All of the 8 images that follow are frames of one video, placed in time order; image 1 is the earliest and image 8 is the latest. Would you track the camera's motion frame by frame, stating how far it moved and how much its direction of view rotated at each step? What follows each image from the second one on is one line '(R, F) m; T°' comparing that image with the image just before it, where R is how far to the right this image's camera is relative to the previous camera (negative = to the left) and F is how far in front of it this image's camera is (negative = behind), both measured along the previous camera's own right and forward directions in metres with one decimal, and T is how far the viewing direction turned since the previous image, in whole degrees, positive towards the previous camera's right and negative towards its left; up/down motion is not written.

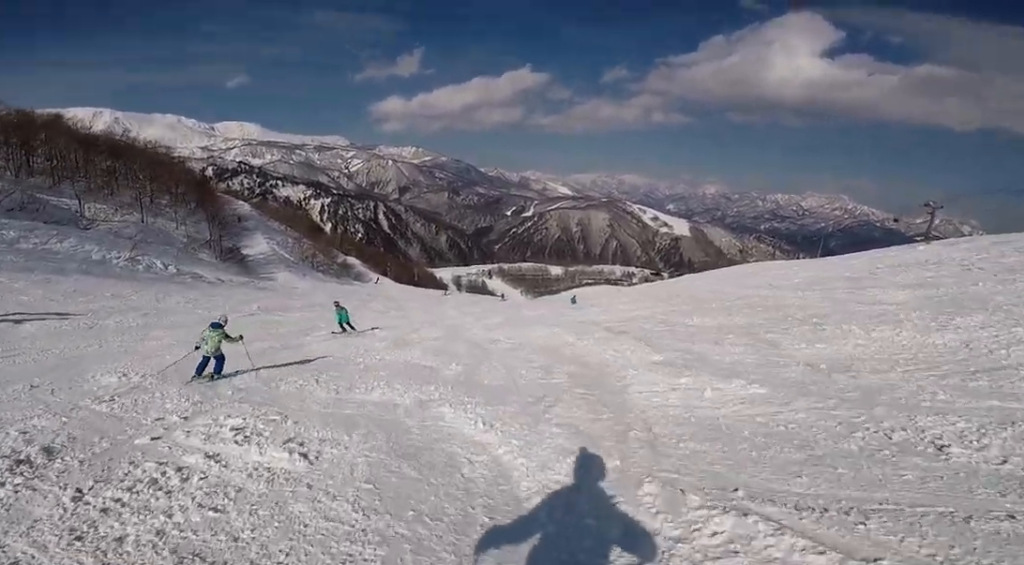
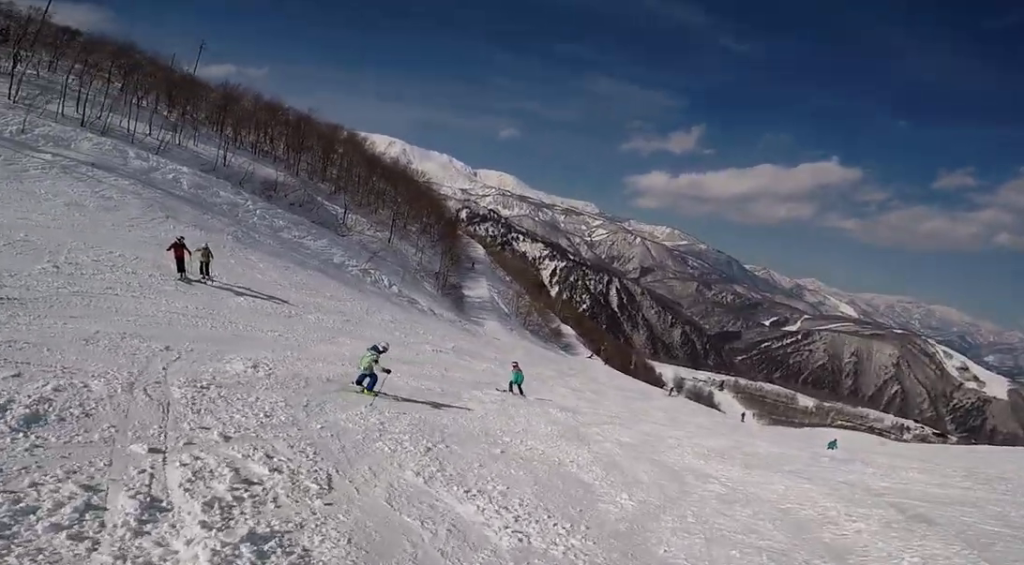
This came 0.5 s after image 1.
(-0.1, +1.9) m; -18°
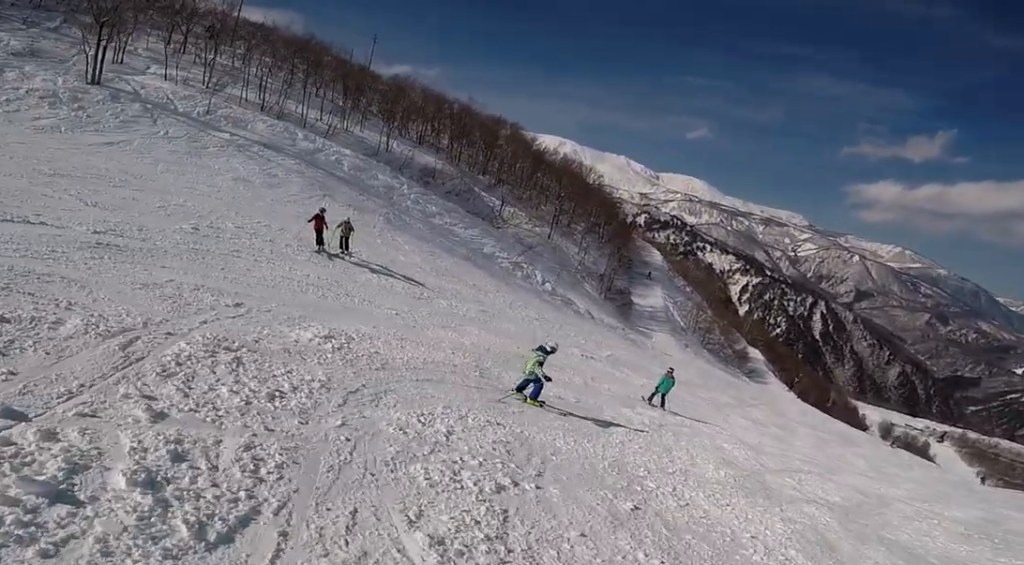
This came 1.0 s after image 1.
(-0.4, +1.4) m; -5°
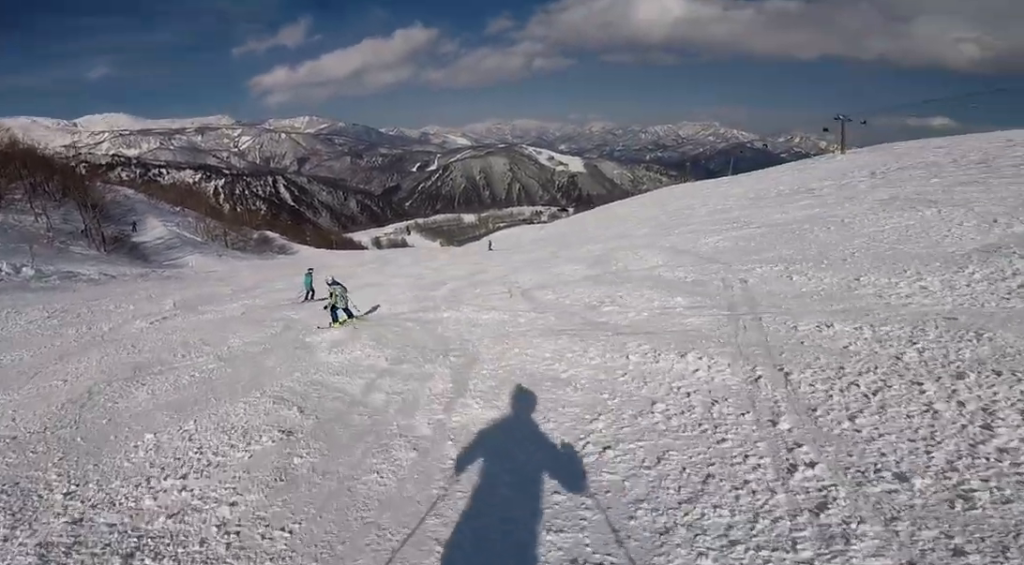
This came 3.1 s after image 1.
(+2.1, +6.7) m; +35°
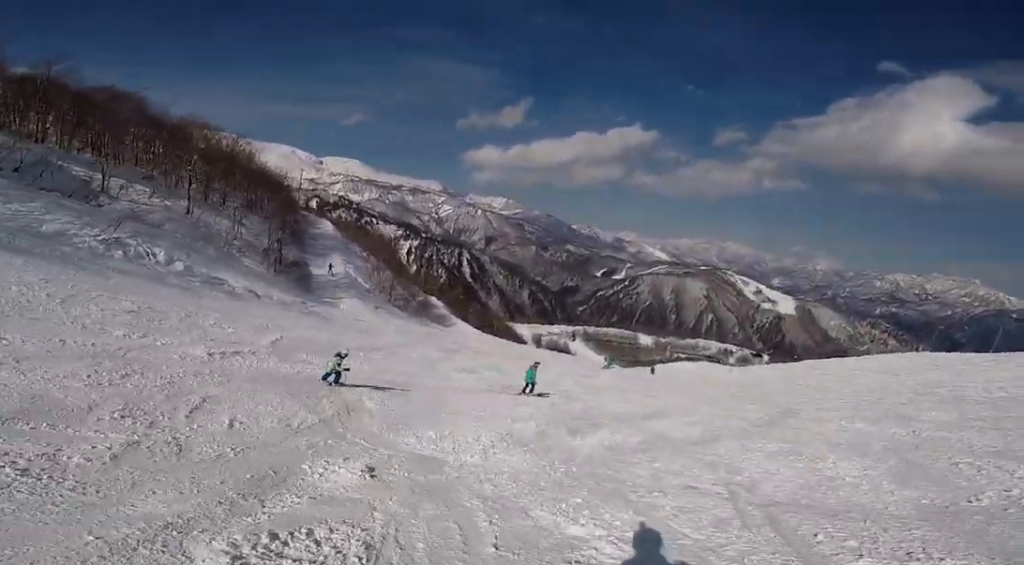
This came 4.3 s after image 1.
(-0.1, +5.4) m; -7°
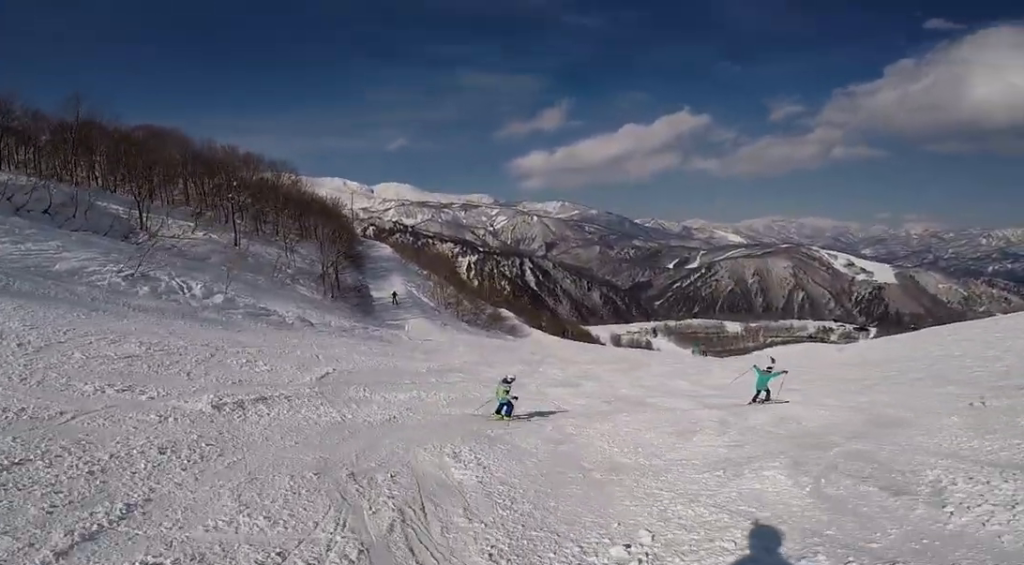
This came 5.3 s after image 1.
(-0.4, +4.4) m; +4°
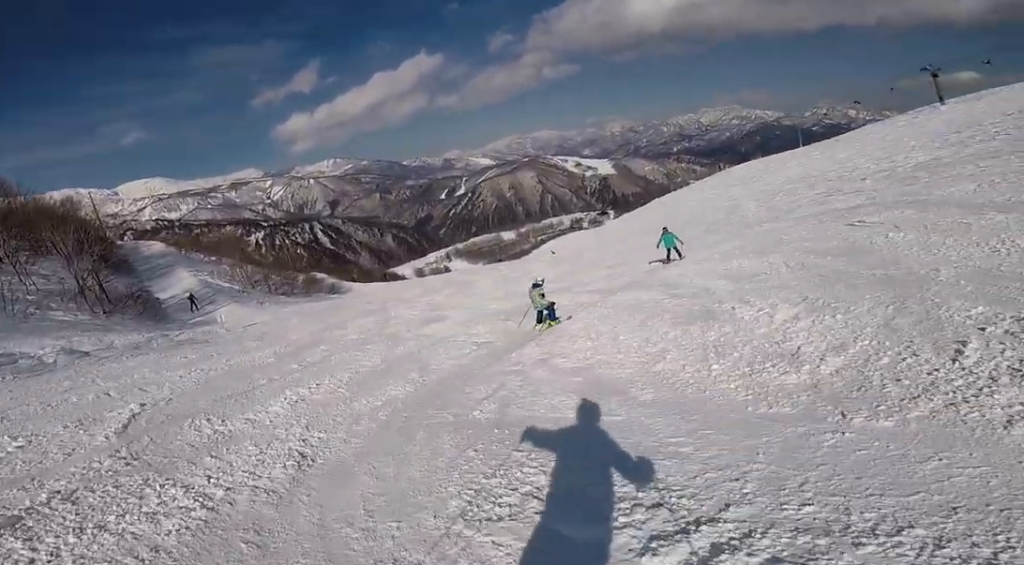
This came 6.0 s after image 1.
(+0.3, +3.5) m; +14°
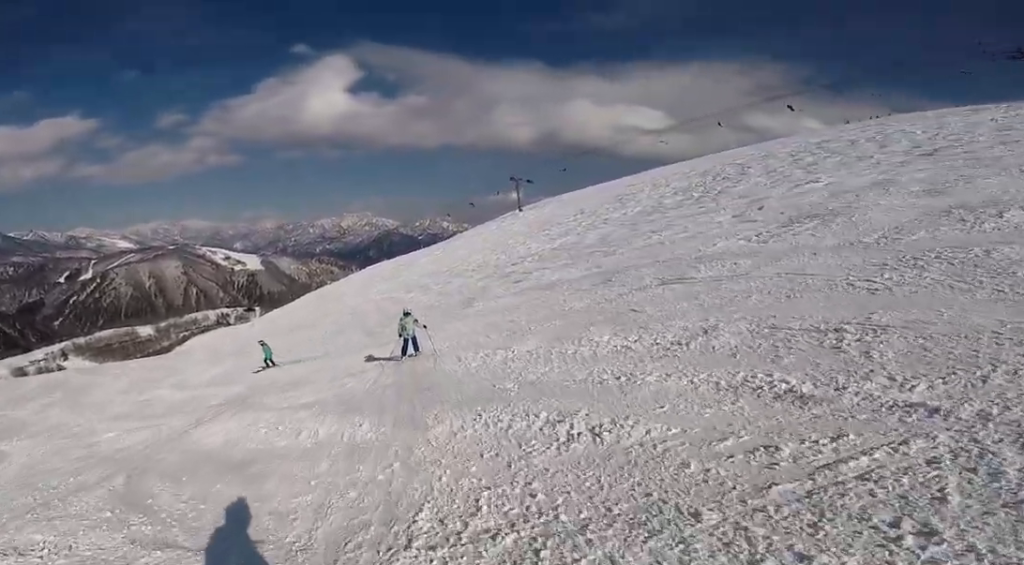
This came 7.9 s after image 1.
(+3.1, +7.8) m; +43°
